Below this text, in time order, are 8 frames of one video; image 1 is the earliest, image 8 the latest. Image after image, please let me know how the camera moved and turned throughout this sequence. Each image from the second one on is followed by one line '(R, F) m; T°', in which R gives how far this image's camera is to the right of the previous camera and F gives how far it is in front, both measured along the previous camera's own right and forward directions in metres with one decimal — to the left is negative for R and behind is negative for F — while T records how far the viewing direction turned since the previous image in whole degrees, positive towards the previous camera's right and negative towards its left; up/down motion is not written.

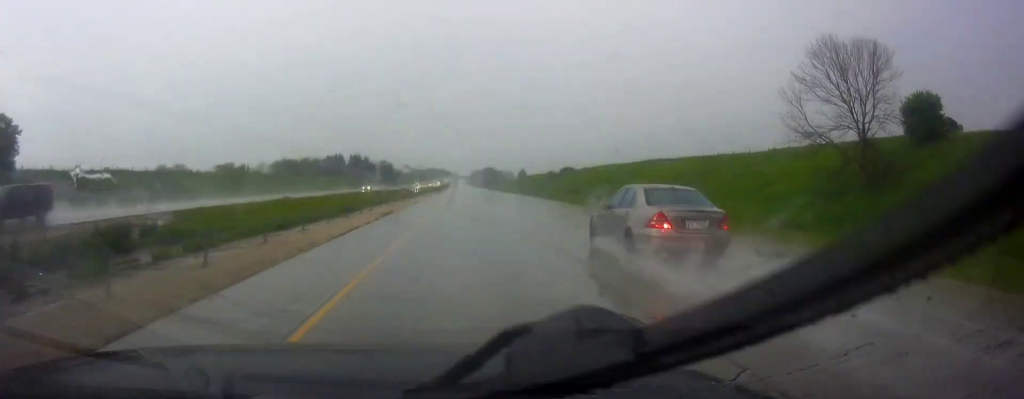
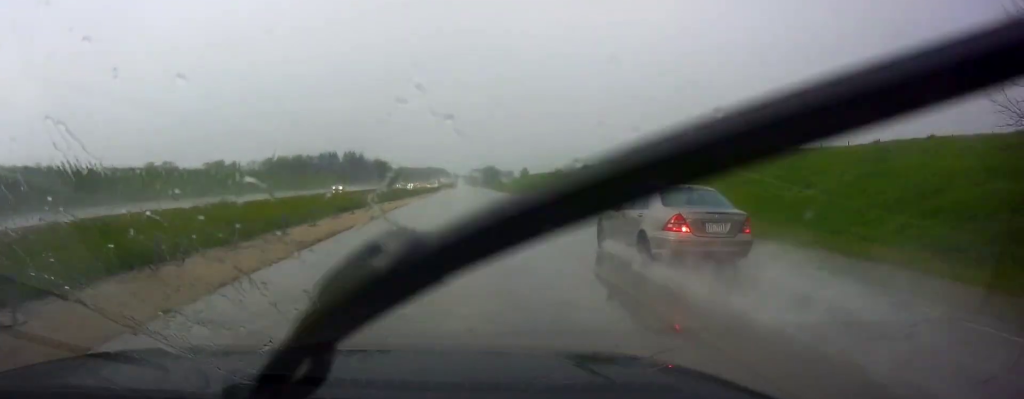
(-0.2, +16.3) m; 0°
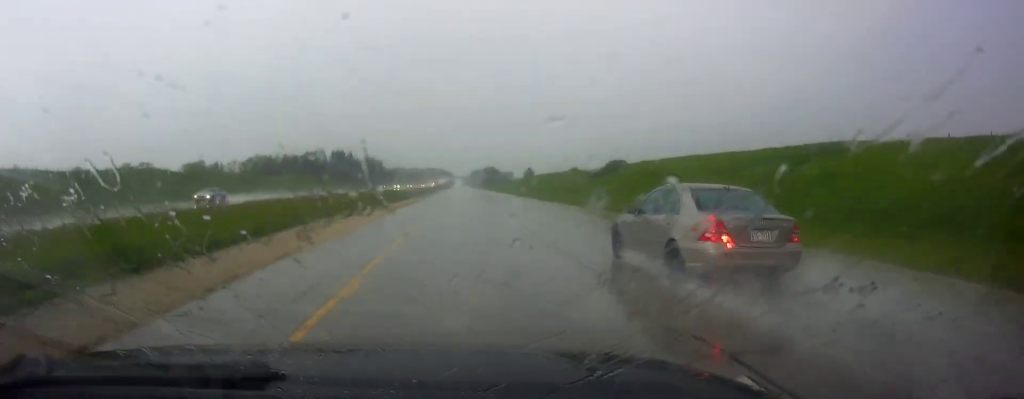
(+0.5, +29.0) m; +1°
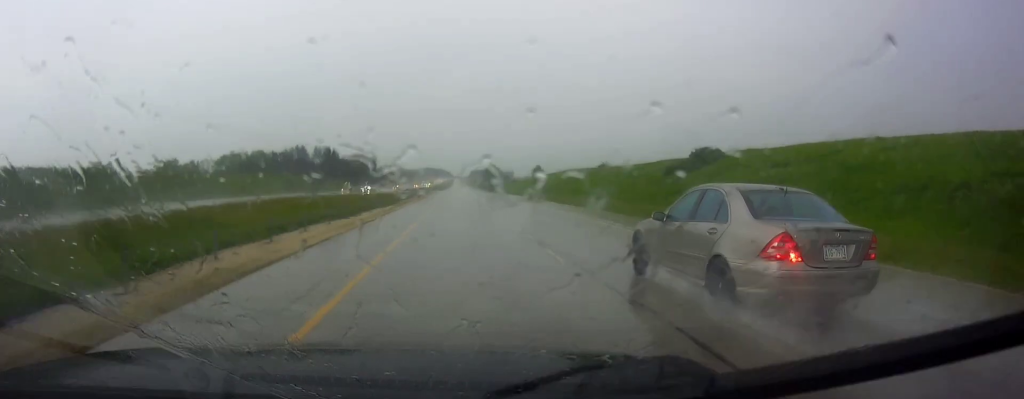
(+0.1, +35.5) m; 0°
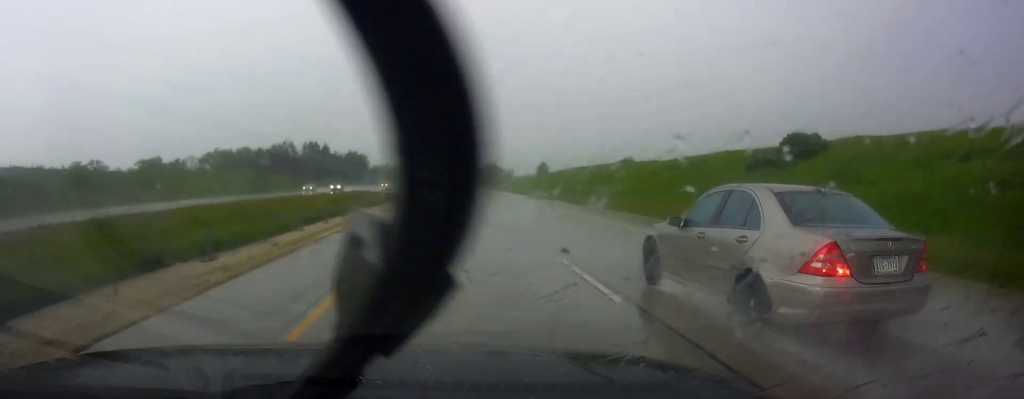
(0.0, +19.2) m; 0°
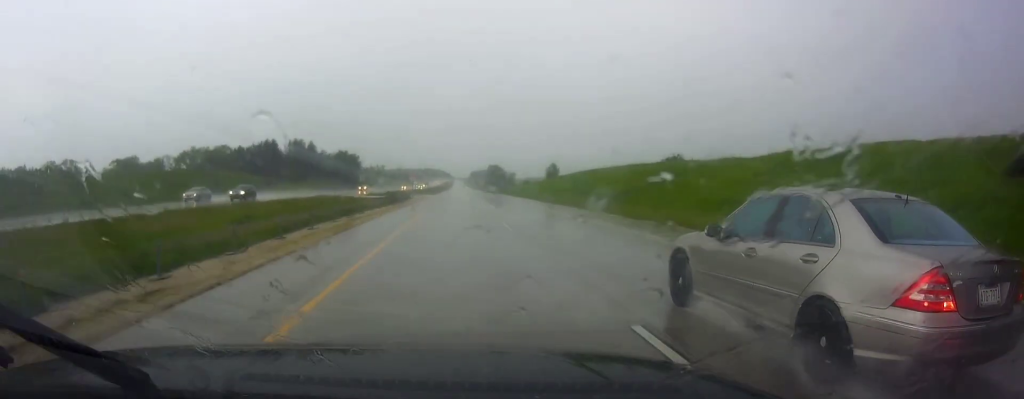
(0.0, +25.0) m; 0°
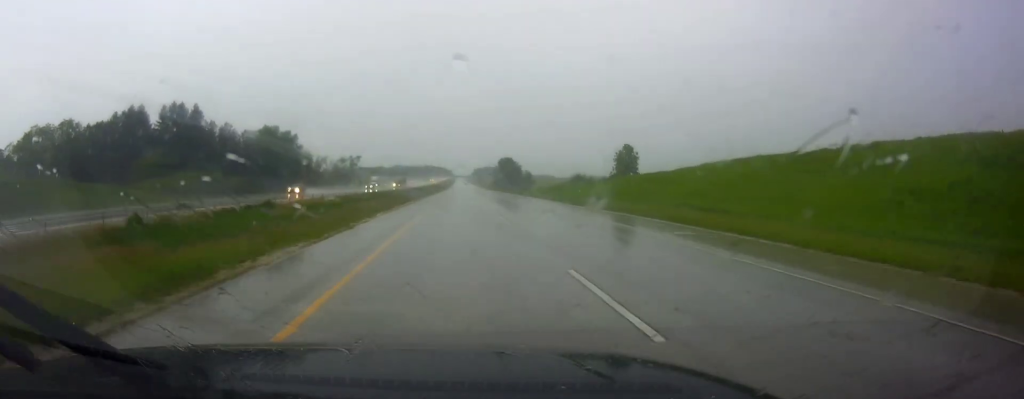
(0.0, +103.4) m; 0°
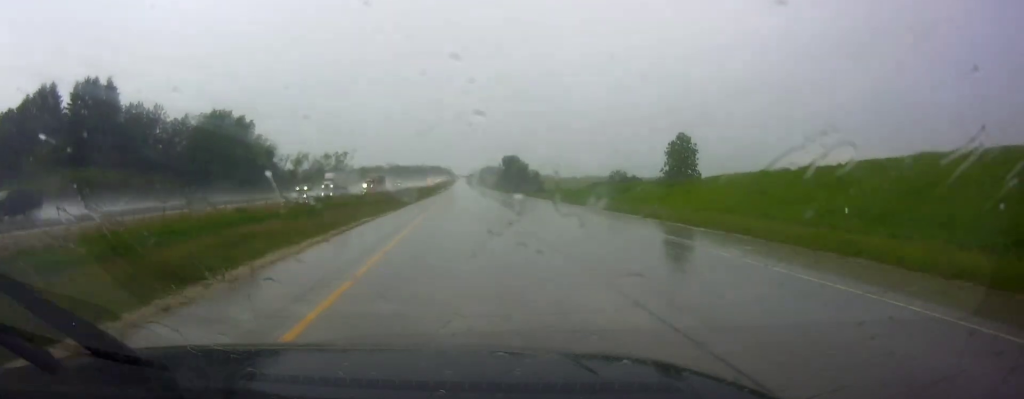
(-0.1, +34.8) m; -1°
